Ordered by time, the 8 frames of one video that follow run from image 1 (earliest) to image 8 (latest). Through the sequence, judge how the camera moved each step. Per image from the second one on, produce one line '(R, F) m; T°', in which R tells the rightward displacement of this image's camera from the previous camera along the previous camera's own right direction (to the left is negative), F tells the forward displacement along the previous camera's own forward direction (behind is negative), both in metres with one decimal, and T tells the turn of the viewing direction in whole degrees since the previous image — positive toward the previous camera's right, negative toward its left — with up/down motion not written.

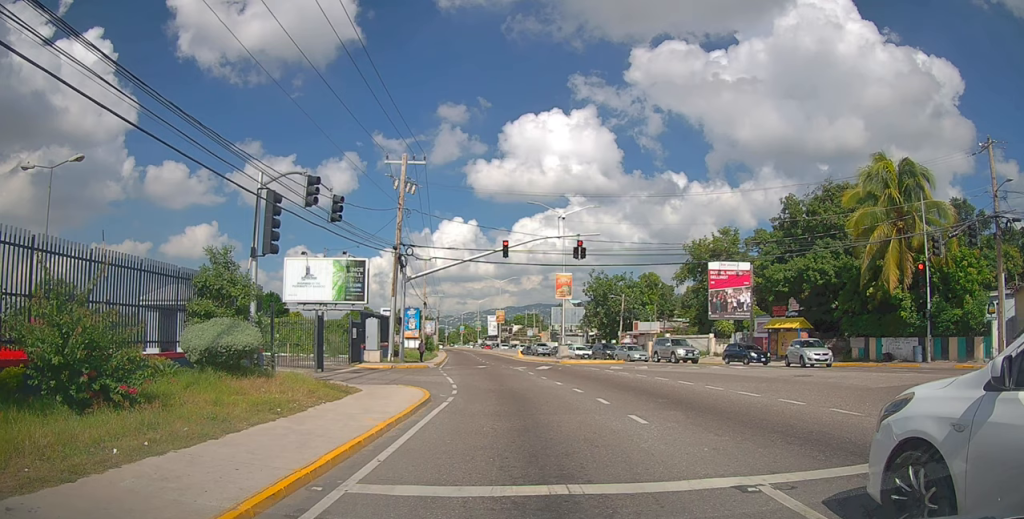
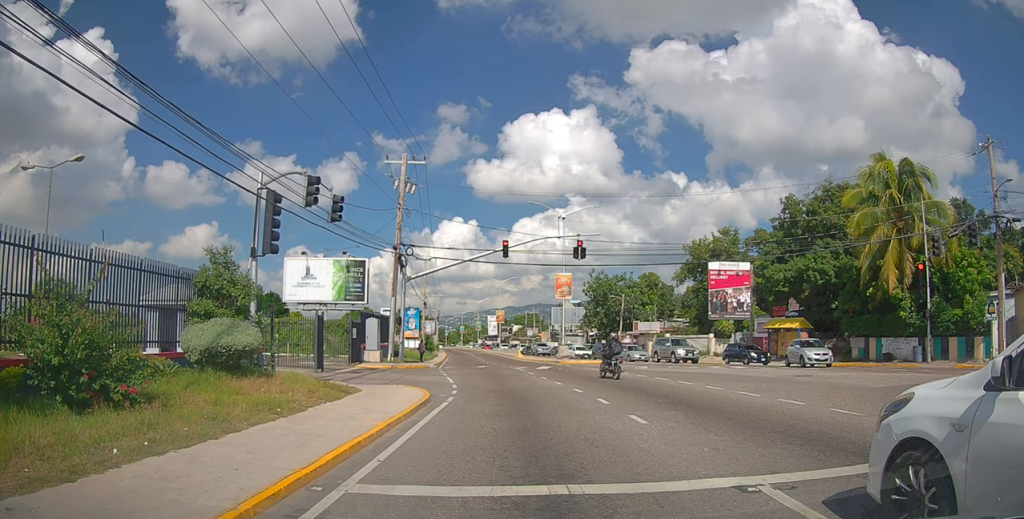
(0.0, 0.0) m; 0°
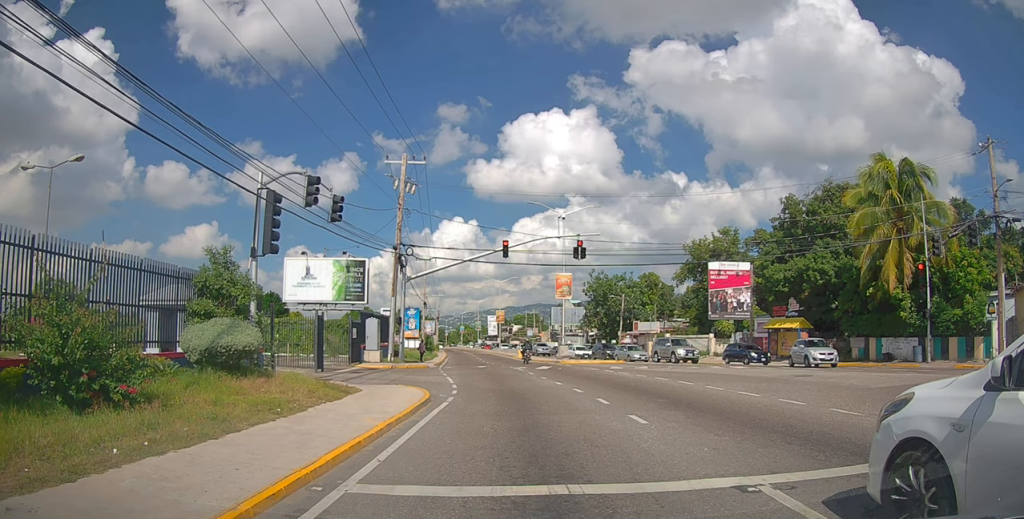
(0.0, 0.0) m; 0°
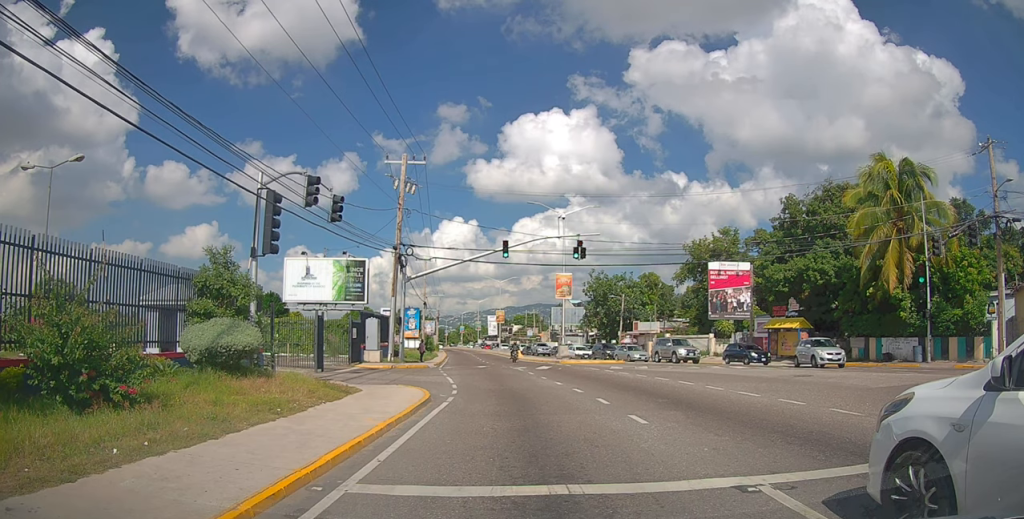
(0.0, 0.0) m; 0°
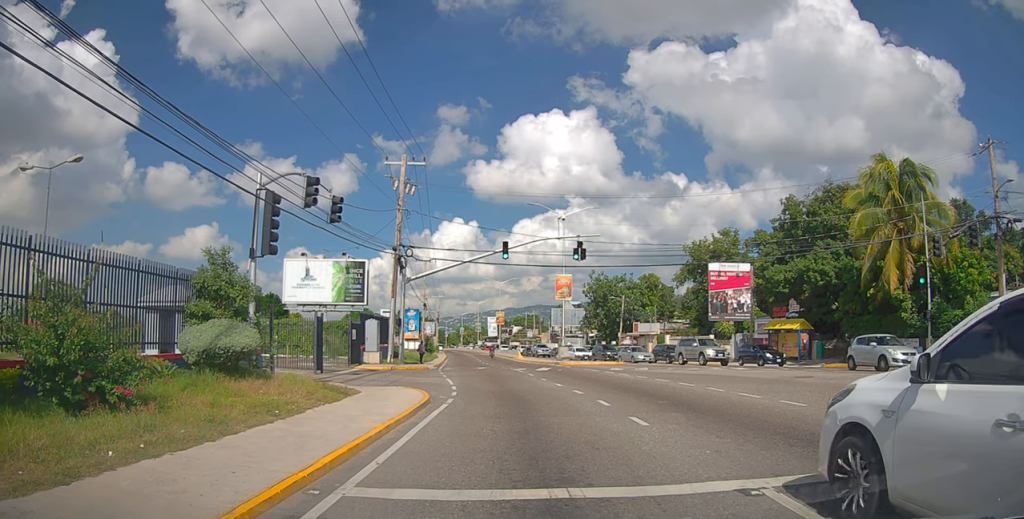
(+0.1, +0.1) m; 0°
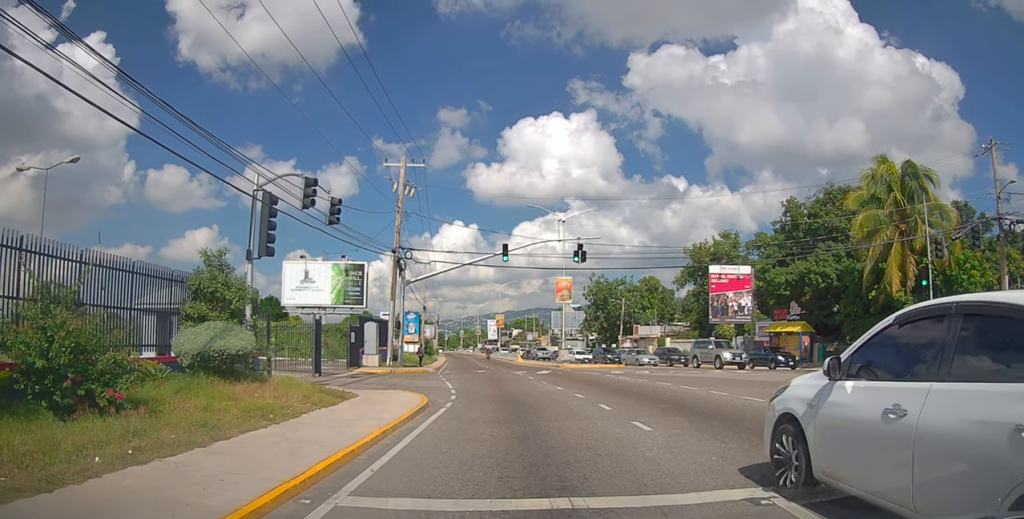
(0.0, +0.2) m; 0°
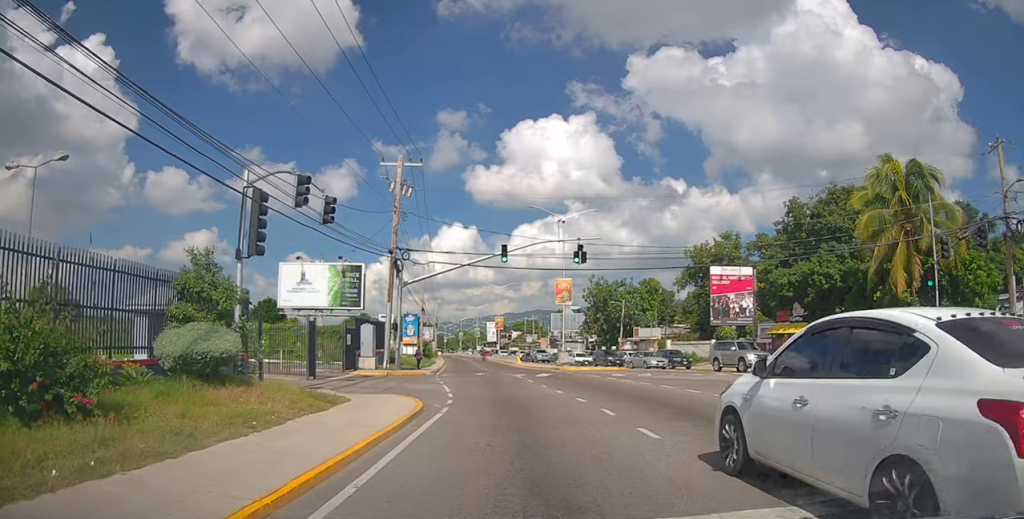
(0.0, +0.4) m; +1°
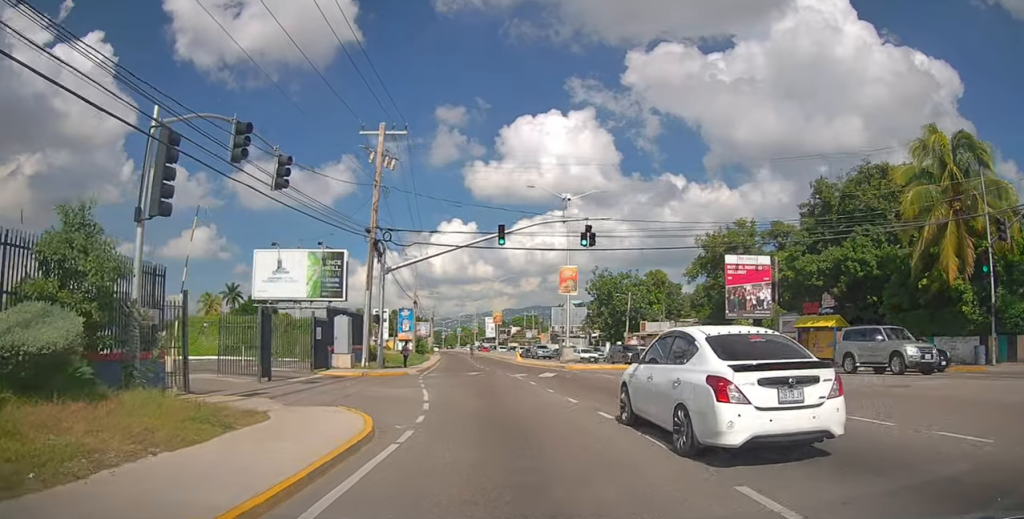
(+0.3, +3.7) m; +3°
